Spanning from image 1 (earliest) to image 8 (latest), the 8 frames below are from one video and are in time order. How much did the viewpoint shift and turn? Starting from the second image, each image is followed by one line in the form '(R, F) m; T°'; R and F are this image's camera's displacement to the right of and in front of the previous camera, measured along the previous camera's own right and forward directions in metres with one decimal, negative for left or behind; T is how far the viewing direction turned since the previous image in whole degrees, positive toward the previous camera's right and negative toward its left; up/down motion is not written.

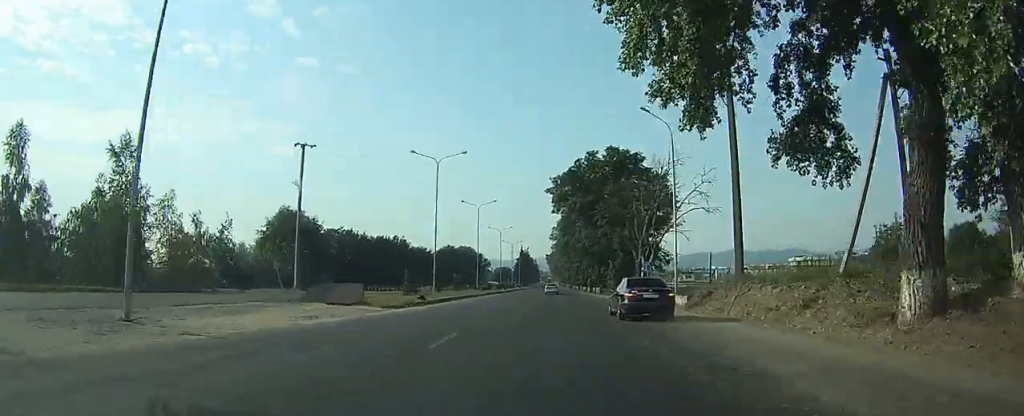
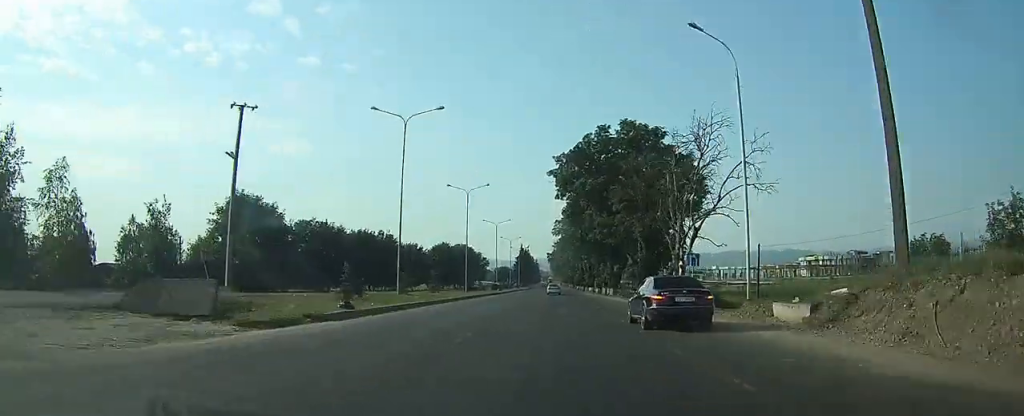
(0.0, +13.1) m; 0°
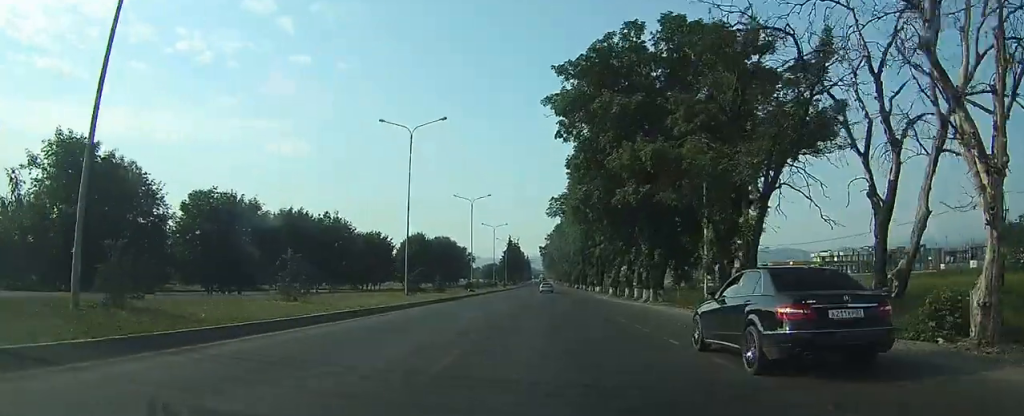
(0.0, +26.7) m; 0°
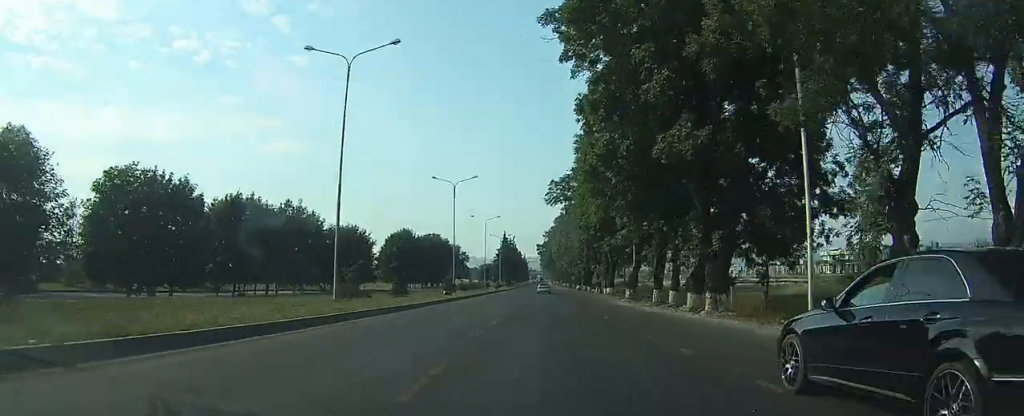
(+0.1, +13.7) m; +1°
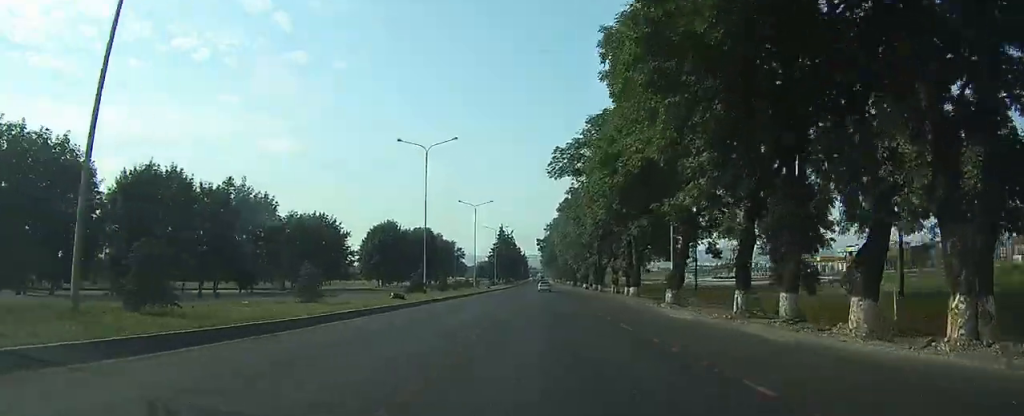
(+0.1, +16.1) m; 0°
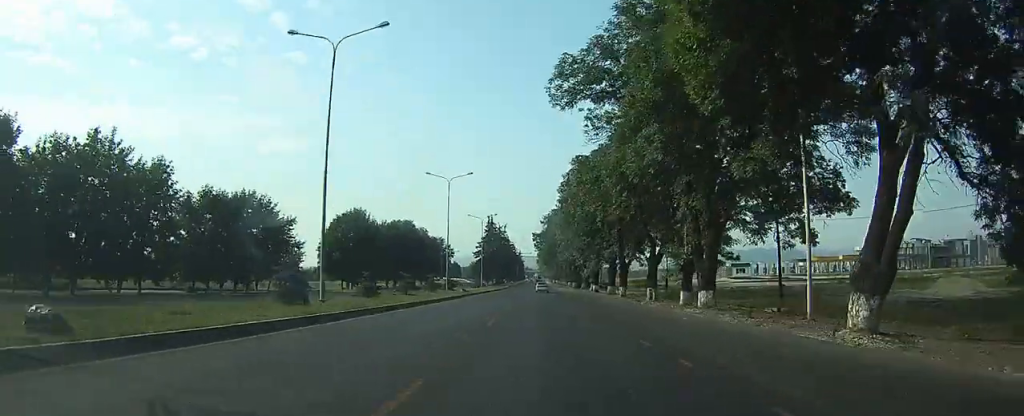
(-0.1, +21.6) m; 0°
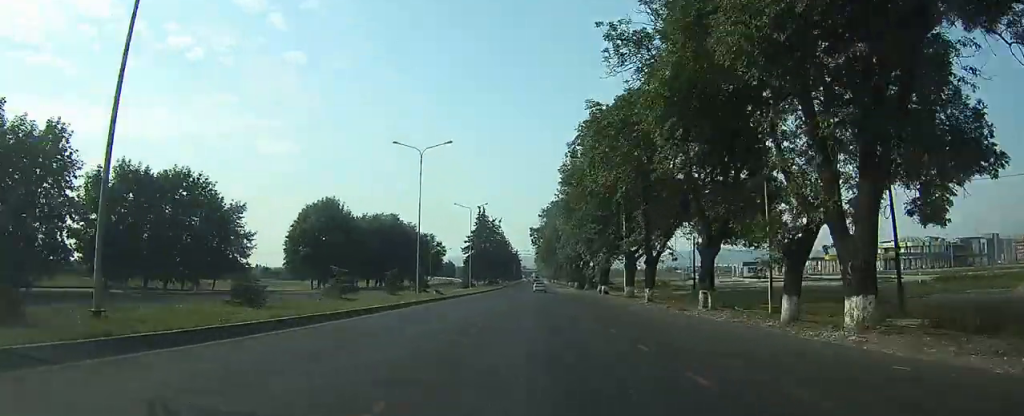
(-0.1, +13.4) m; 0°
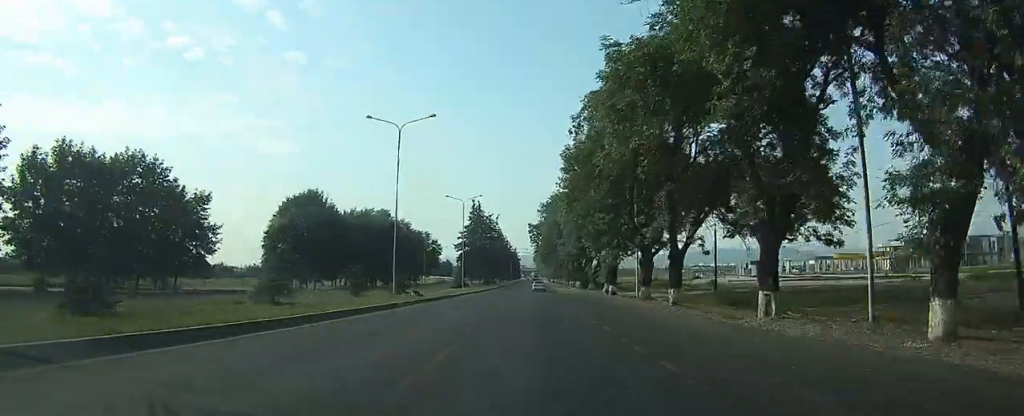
(0.0, +7.3) m; 0°
